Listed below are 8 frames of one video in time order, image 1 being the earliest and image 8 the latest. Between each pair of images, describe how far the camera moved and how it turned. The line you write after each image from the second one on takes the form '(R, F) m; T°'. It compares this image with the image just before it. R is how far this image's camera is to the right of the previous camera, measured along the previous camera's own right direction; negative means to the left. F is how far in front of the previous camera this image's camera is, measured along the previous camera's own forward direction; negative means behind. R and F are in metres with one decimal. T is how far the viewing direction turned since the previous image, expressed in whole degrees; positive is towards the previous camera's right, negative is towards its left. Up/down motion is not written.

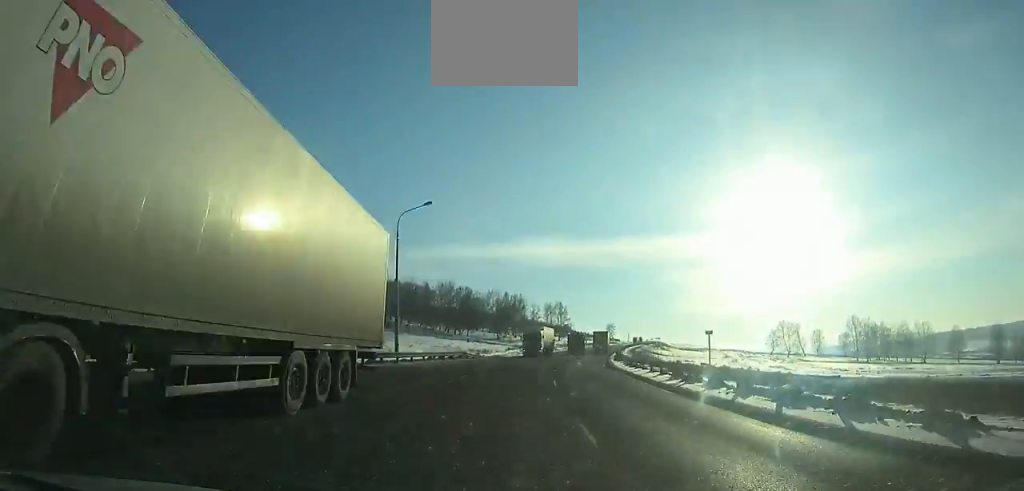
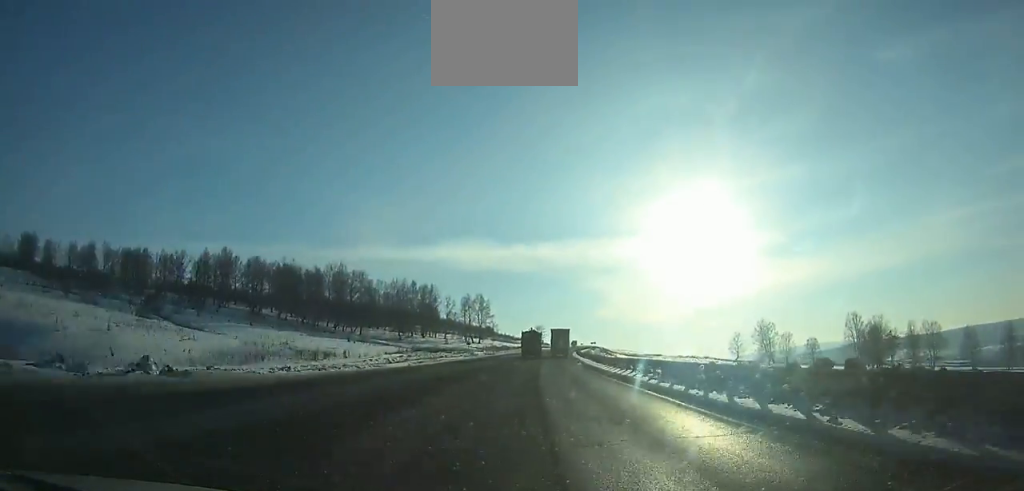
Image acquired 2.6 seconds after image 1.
(+3.1, +55.8) m; +5°
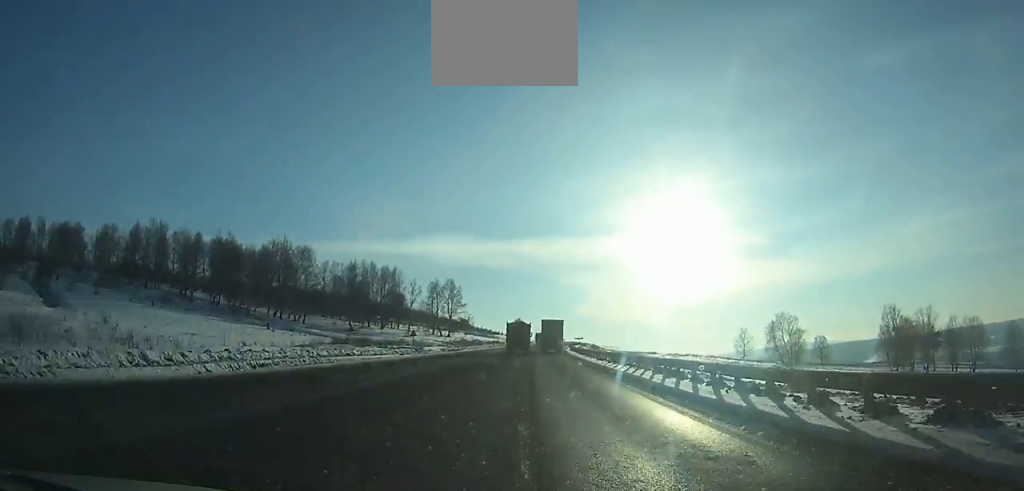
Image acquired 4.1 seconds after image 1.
(+0.9, +30.8) m; +1°
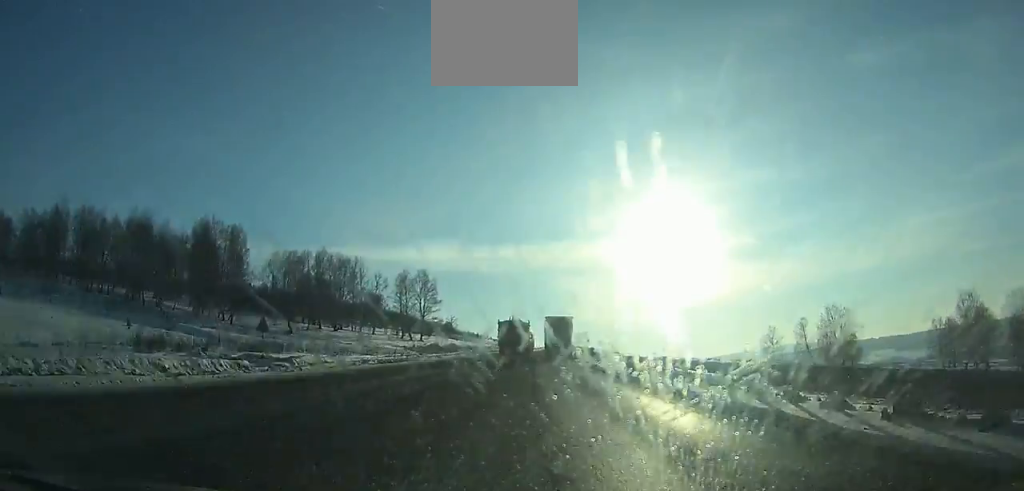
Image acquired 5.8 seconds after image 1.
(+0.4, +34.5) m; +1°
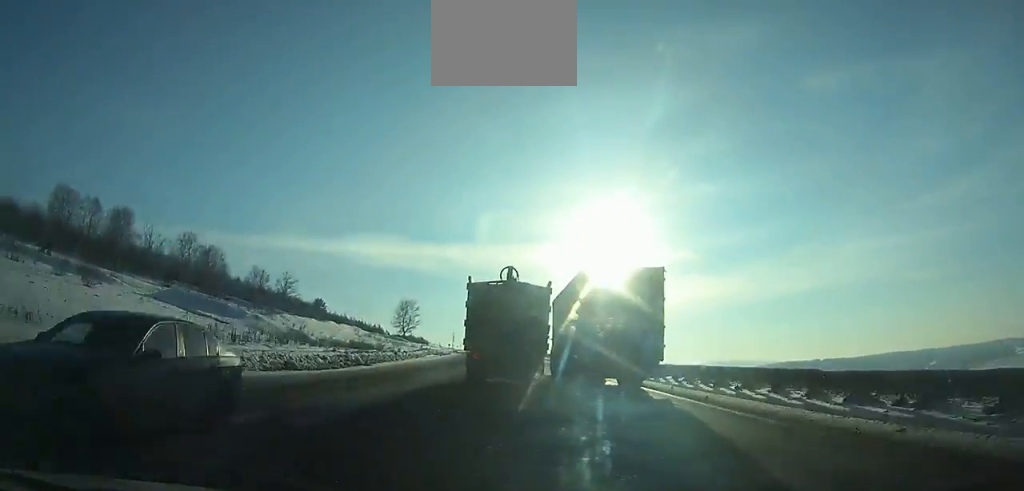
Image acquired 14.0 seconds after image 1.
(+7.1, +138.9) m; +4°
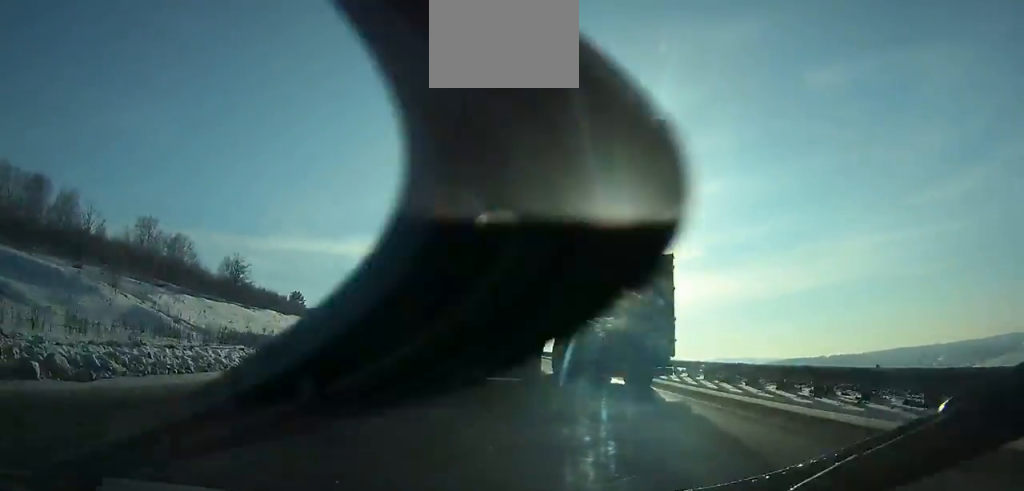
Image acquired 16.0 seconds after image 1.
(-0.2, +29.5) m; -1°
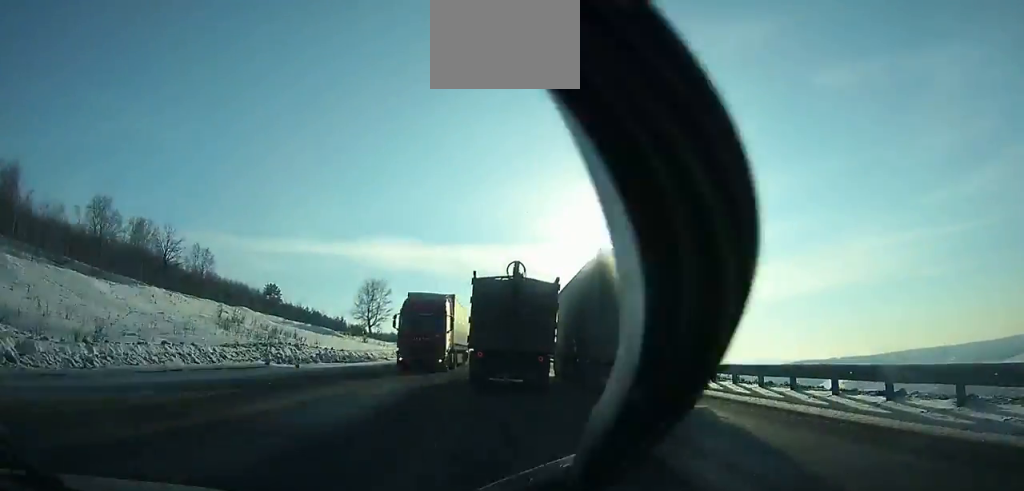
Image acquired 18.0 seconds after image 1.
(-0.2, +28.9) m; -1°
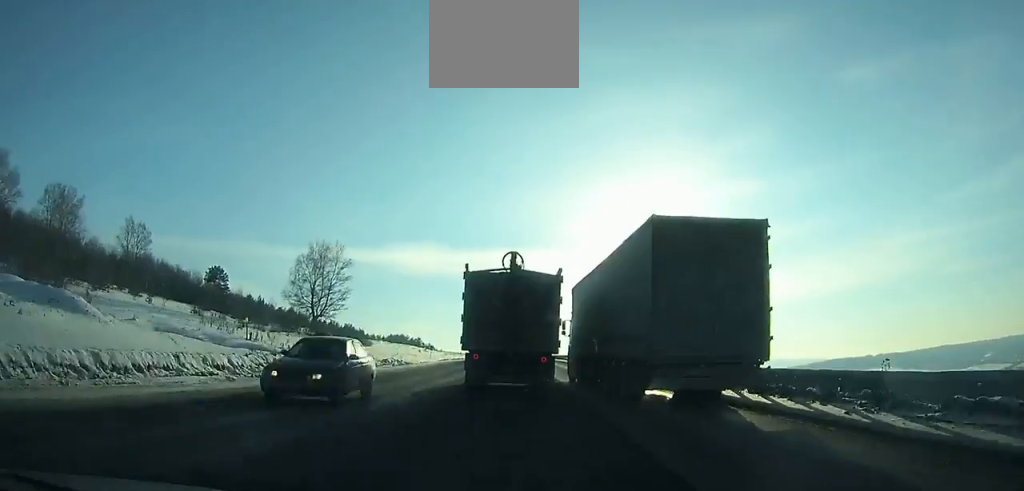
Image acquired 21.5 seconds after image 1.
(-1.0, +49.9) m; -3°
